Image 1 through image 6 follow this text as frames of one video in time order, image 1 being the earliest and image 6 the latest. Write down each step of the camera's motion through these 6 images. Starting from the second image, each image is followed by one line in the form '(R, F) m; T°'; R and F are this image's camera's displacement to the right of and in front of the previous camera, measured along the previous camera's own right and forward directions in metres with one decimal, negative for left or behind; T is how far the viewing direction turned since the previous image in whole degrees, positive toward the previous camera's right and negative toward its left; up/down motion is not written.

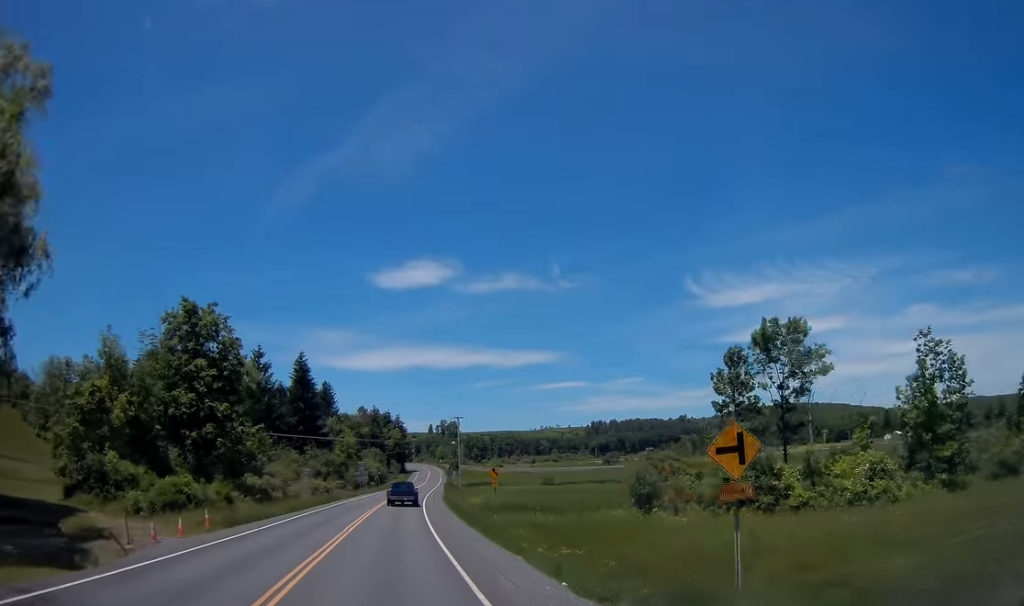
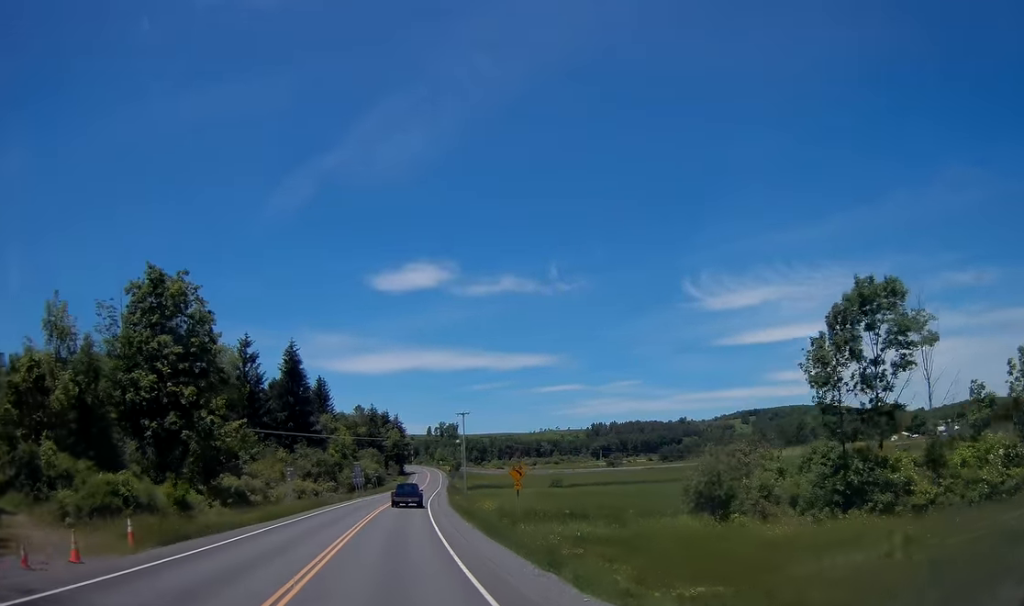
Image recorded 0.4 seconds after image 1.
(+0.2, +8.3) m; 0°
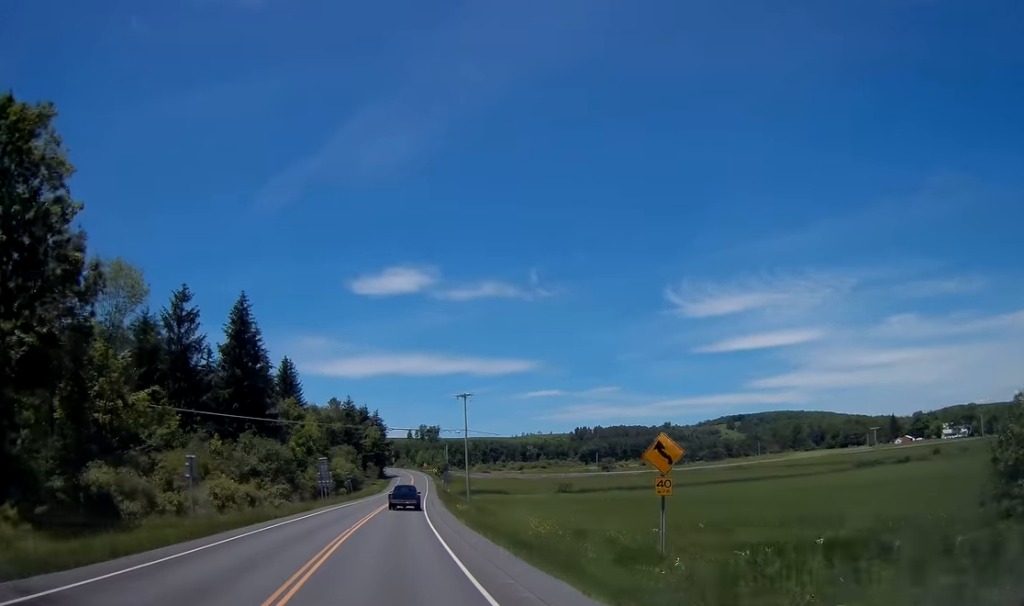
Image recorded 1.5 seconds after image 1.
(-0.4, +21.3) m; +1°
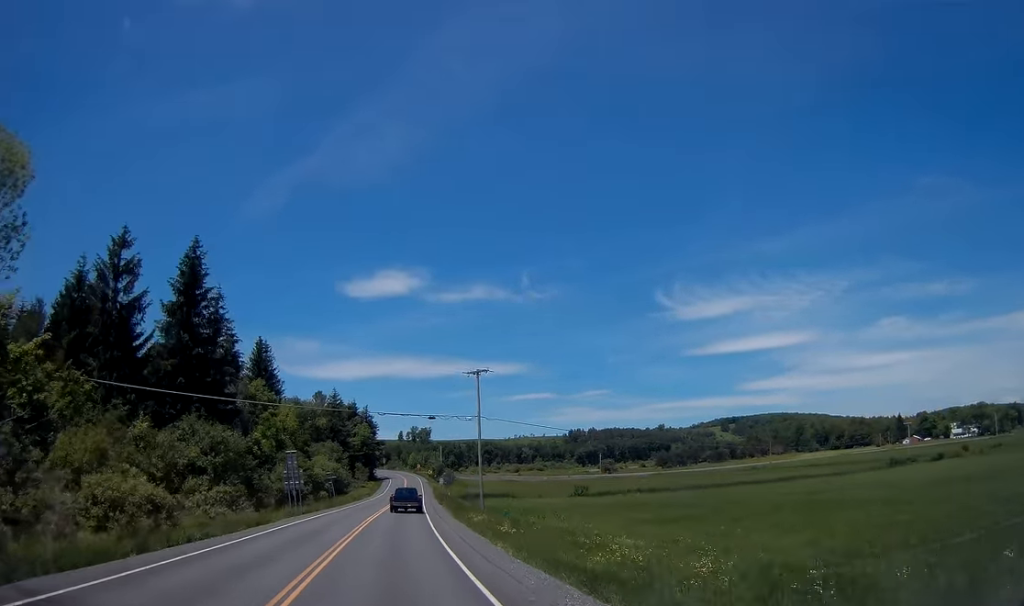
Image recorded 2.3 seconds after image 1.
(+0.5, +15.0) m; +1°
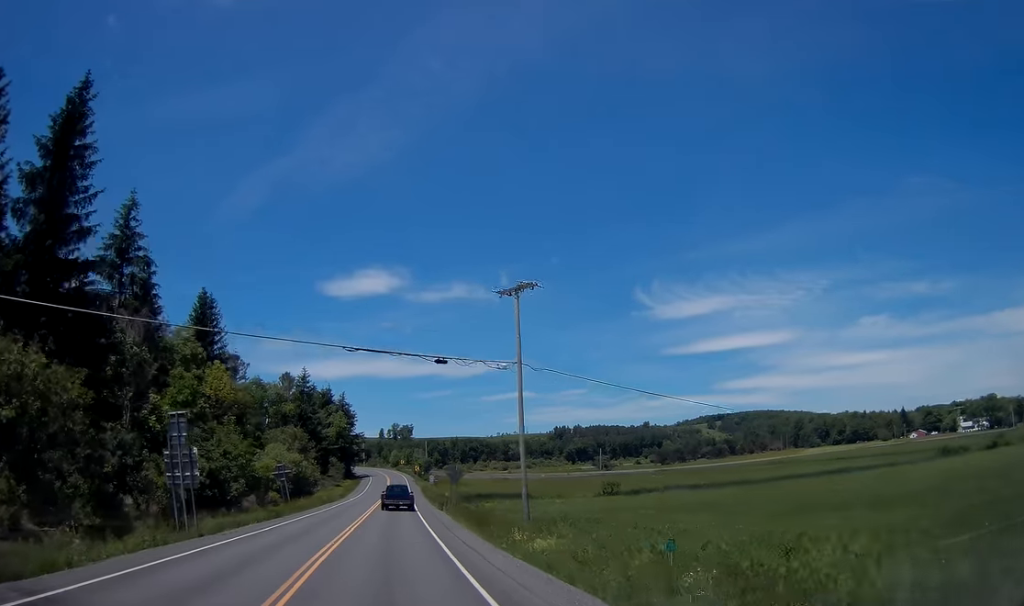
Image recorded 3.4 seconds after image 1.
(-0.1, +21.8) m; +1°
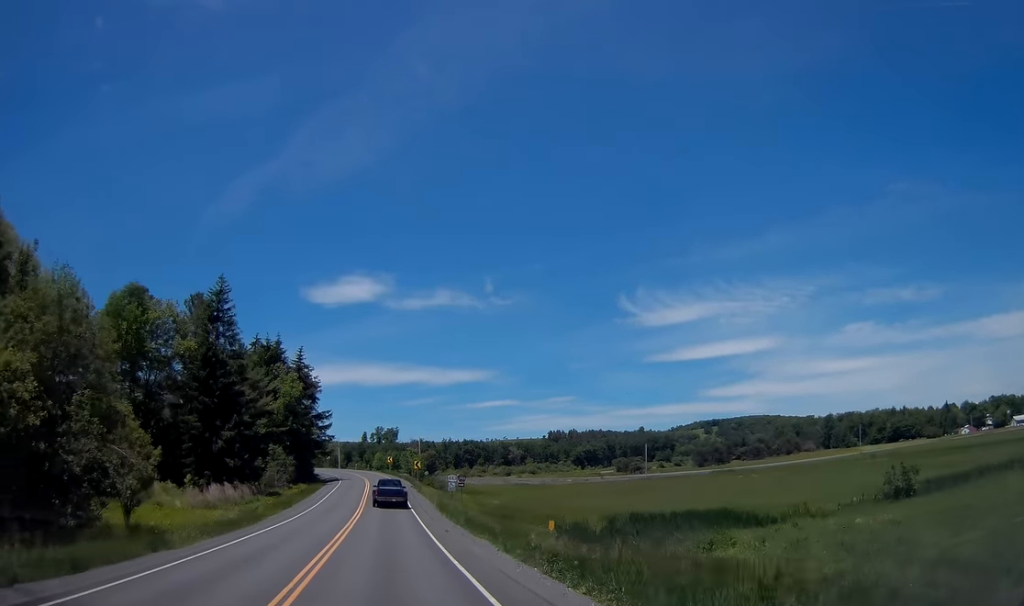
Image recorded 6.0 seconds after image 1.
(+1.6, +51.8) m; +3°
